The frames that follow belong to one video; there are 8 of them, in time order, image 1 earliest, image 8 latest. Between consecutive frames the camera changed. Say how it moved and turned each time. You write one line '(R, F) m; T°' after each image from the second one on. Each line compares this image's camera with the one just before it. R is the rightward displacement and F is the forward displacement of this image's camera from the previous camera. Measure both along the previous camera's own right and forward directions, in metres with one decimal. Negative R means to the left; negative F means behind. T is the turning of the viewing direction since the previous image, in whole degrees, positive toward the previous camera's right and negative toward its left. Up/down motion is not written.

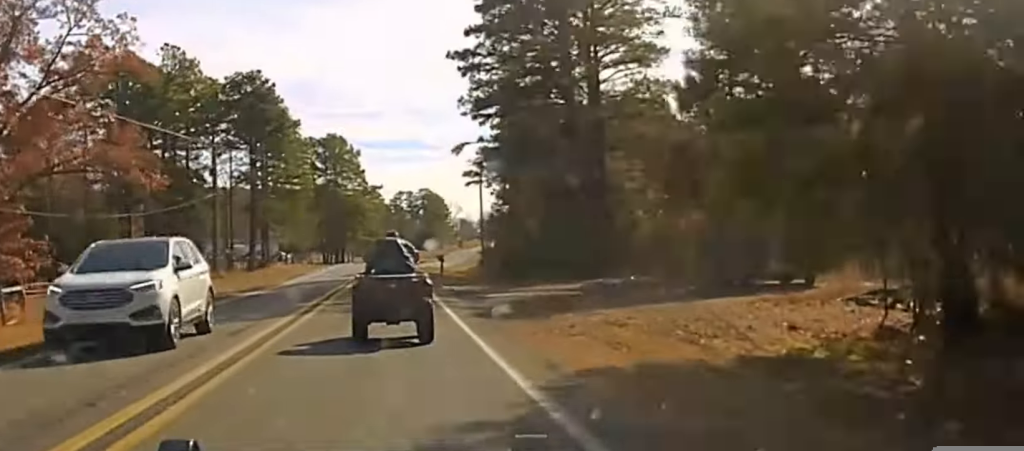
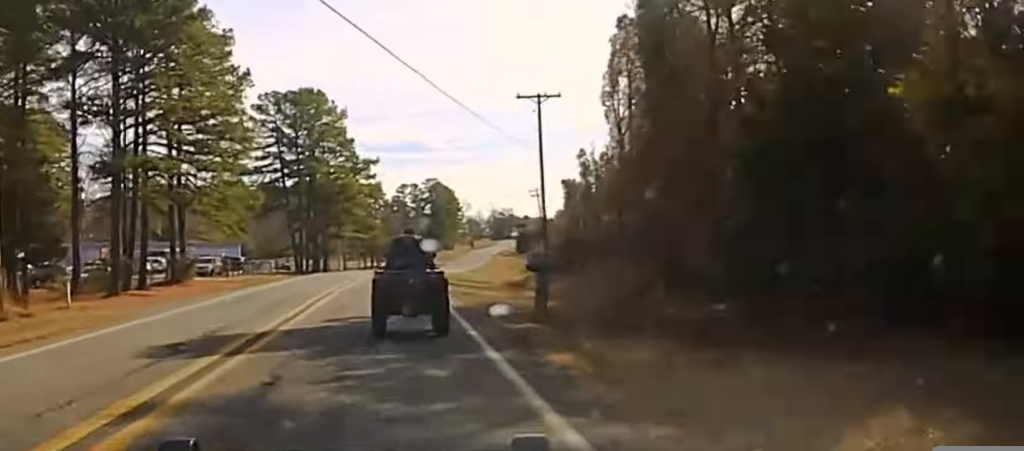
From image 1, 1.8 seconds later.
(0.0, +44.9) m; 0°
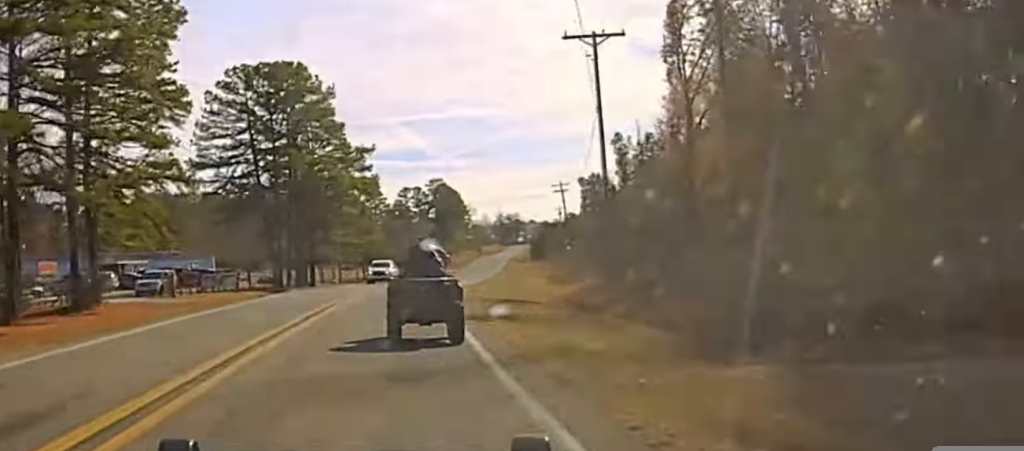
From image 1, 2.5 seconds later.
(0.0, +19.5) m; 0°
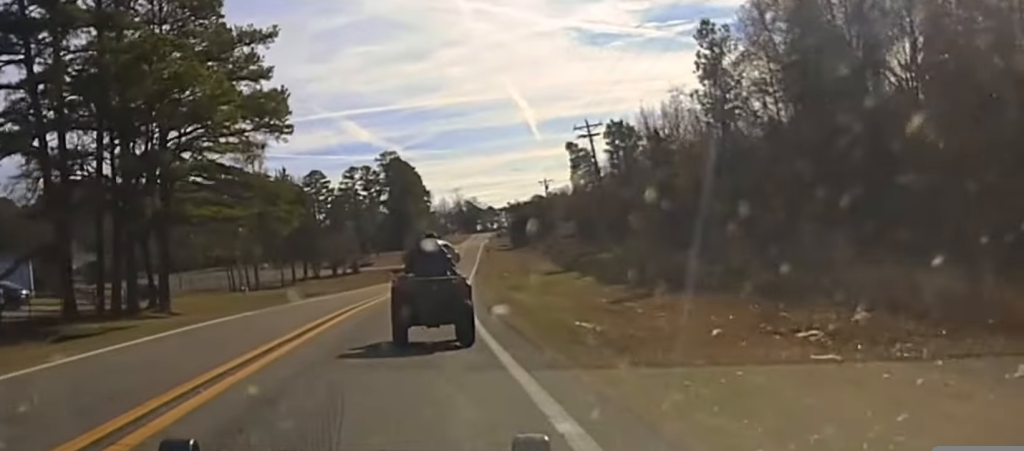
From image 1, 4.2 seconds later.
(0.0, +40.1) m; +1°
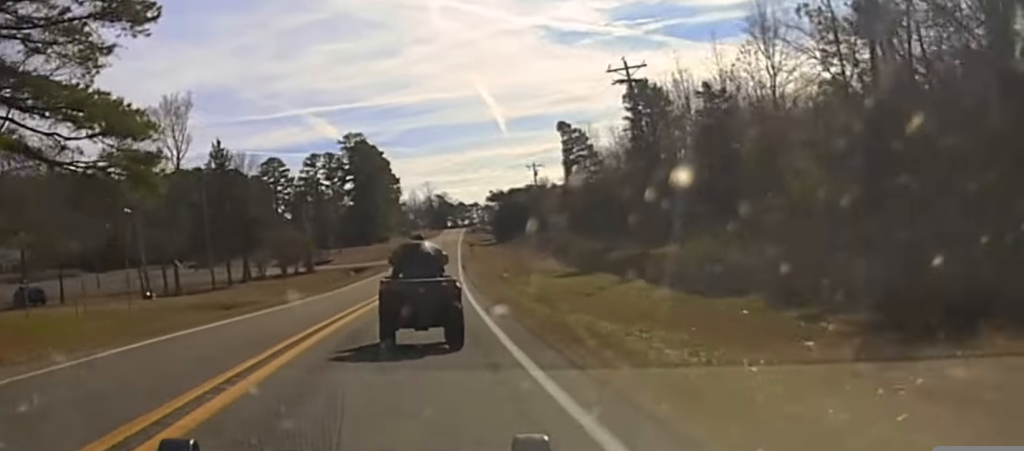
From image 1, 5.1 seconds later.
(+0.2, +21.3) m; +2°
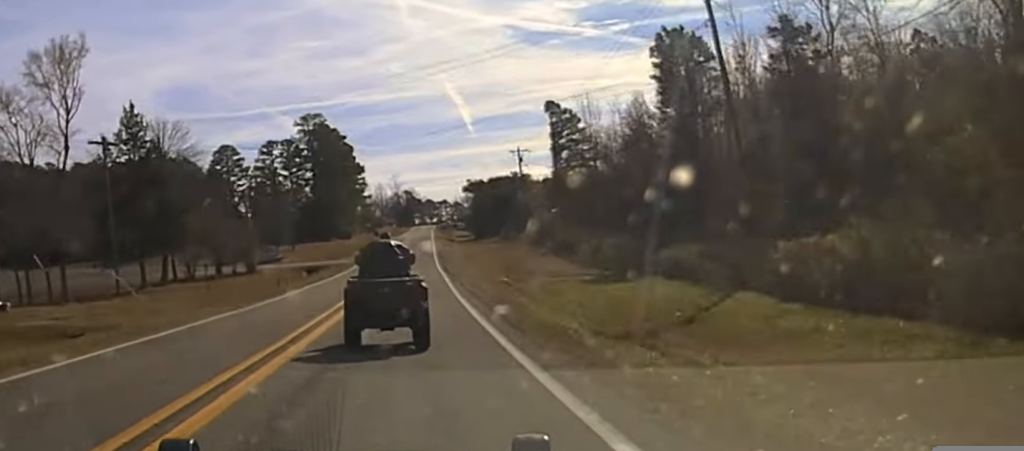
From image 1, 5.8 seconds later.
(+0.3, +17.8) m; +2°
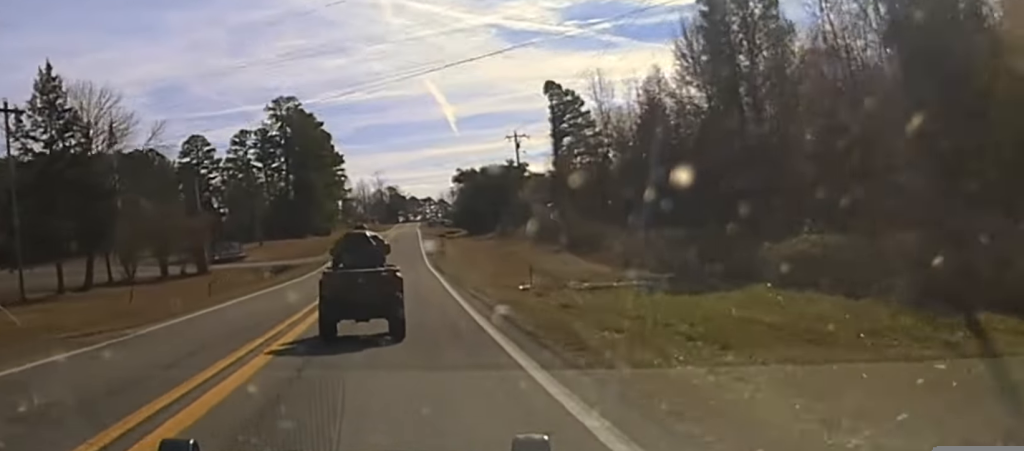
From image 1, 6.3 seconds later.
(+0.1, +14.4) m; +1°
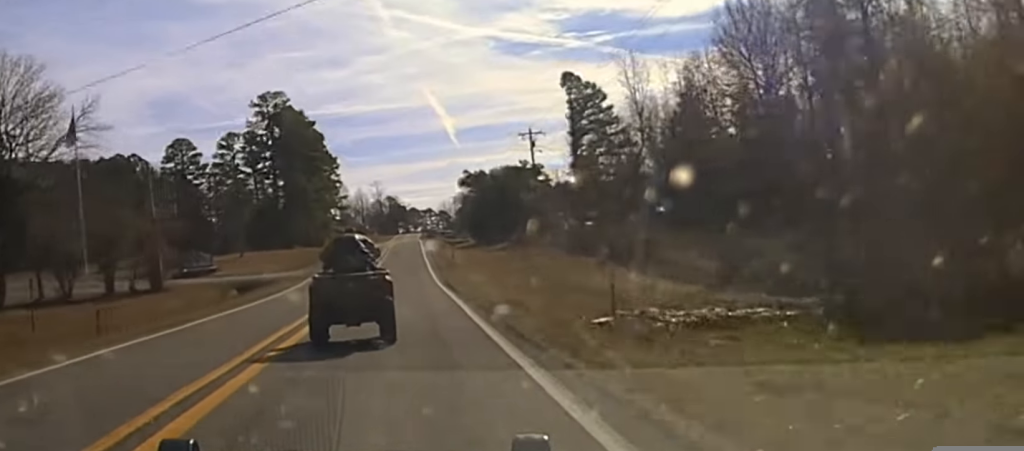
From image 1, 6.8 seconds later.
(+0.2, +14.5) m; +1°
